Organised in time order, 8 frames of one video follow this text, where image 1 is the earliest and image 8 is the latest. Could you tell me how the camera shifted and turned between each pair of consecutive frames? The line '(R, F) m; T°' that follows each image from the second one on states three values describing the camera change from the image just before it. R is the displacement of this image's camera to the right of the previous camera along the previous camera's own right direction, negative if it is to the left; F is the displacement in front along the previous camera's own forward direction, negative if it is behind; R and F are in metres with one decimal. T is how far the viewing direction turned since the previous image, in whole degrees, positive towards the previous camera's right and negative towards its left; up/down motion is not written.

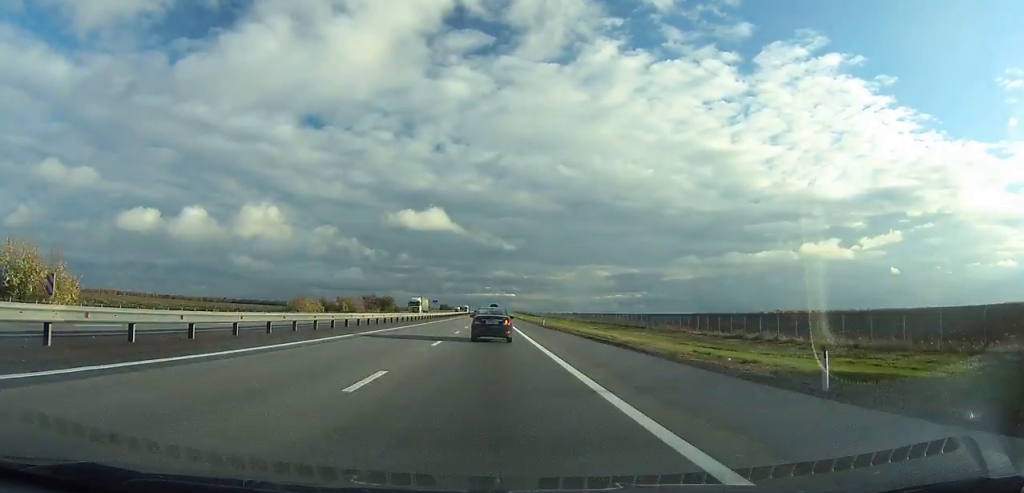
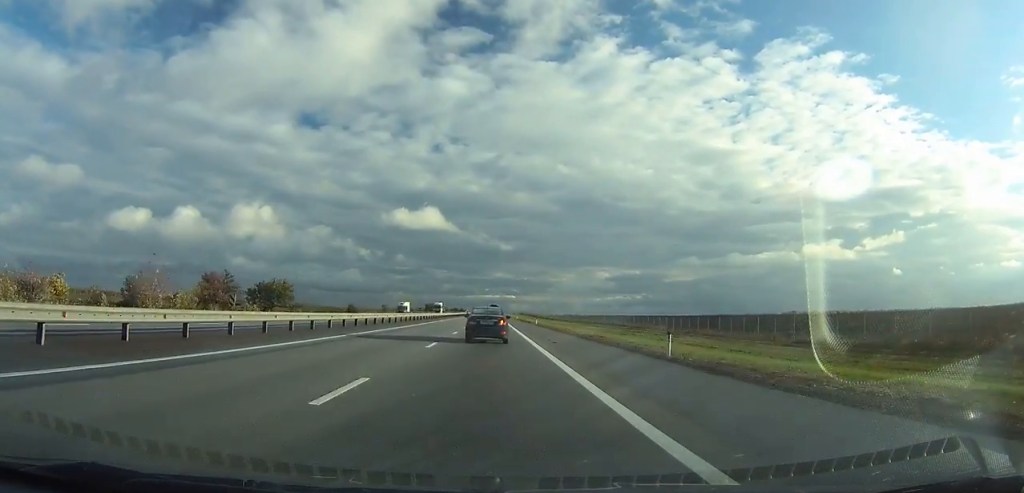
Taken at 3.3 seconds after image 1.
(+0.2, +97.8) m; 0°
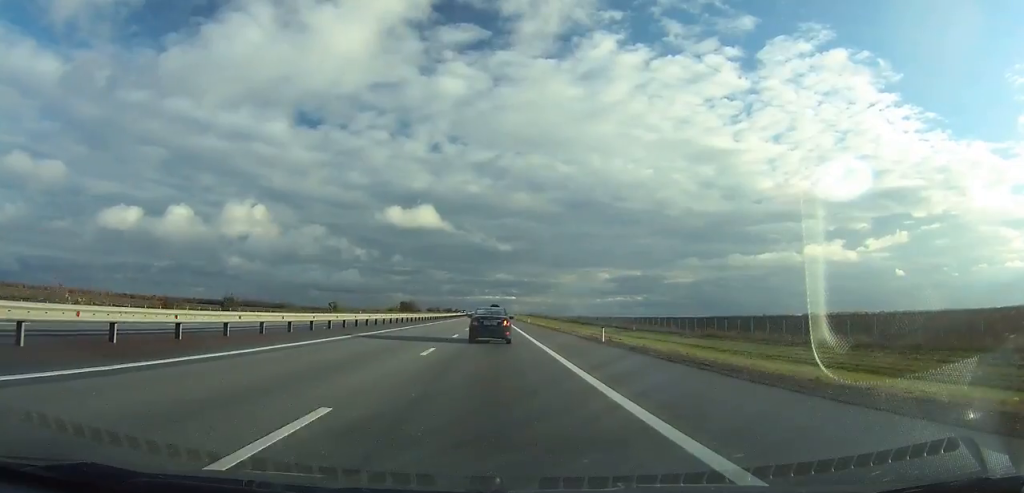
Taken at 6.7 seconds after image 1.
(-0.2, +100.5) m; 0°
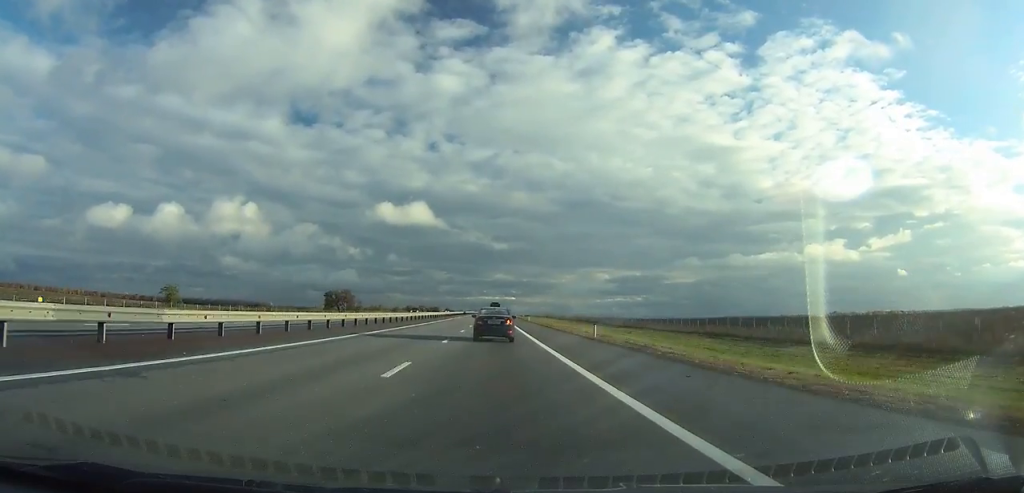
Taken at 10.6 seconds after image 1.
(-0.2, +114.6) m; 0°
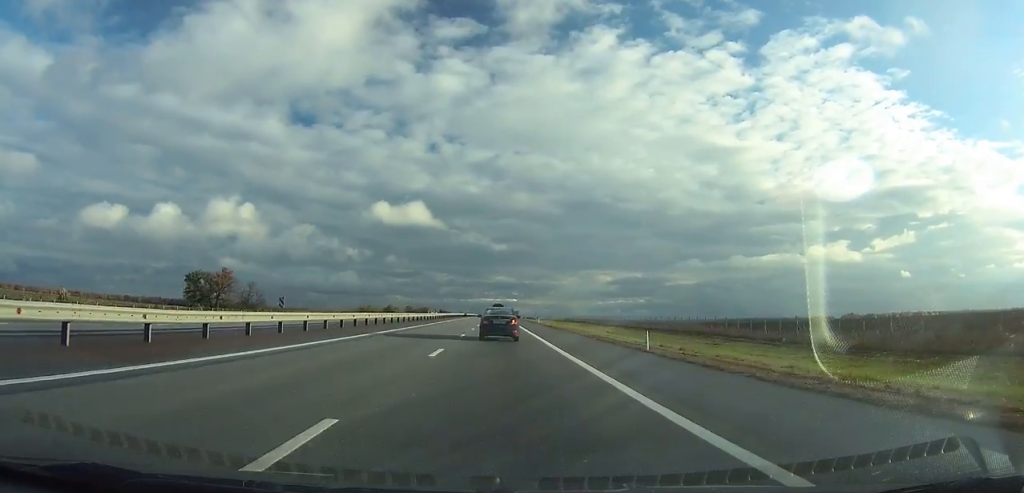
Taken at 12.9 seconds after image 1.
(0.0, +67.4) m; 0°
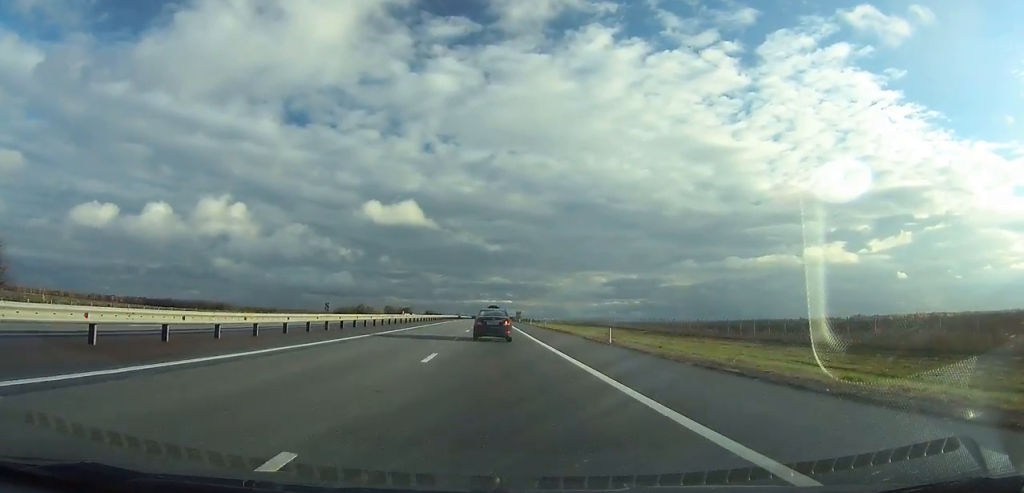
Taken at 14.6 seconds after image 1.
(0.0, +49.7) m; 0°
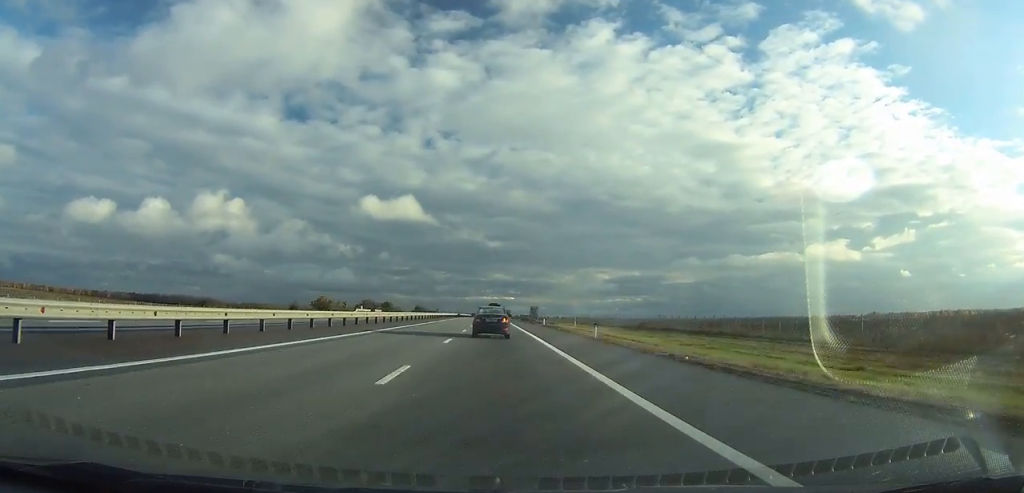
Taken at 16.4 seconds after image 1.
(0.0, +52.4) m; 0°
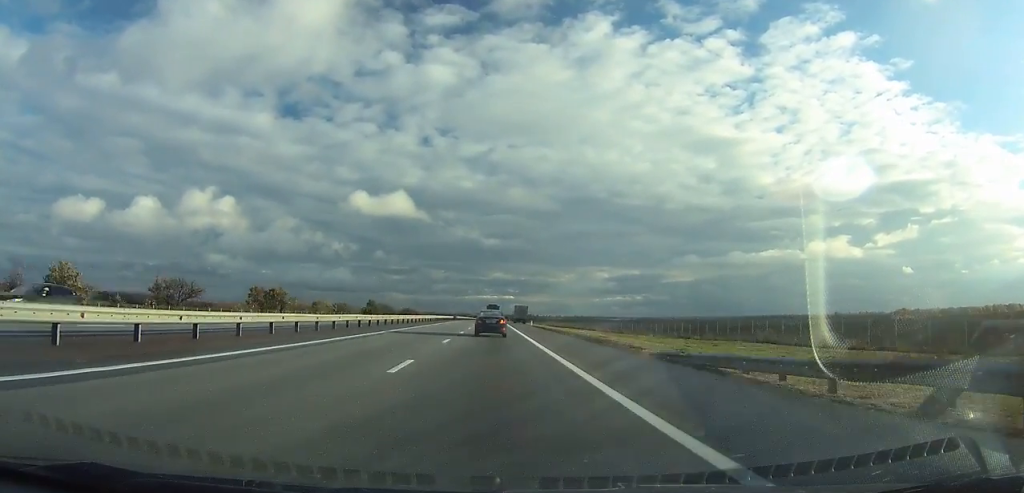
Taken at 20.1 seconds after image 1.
(0.0, +107.3) m; 0°
